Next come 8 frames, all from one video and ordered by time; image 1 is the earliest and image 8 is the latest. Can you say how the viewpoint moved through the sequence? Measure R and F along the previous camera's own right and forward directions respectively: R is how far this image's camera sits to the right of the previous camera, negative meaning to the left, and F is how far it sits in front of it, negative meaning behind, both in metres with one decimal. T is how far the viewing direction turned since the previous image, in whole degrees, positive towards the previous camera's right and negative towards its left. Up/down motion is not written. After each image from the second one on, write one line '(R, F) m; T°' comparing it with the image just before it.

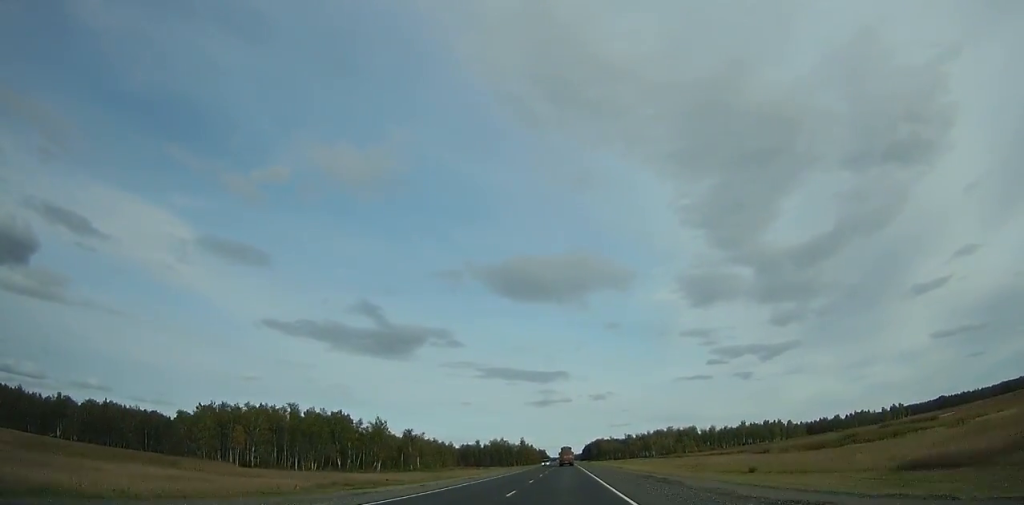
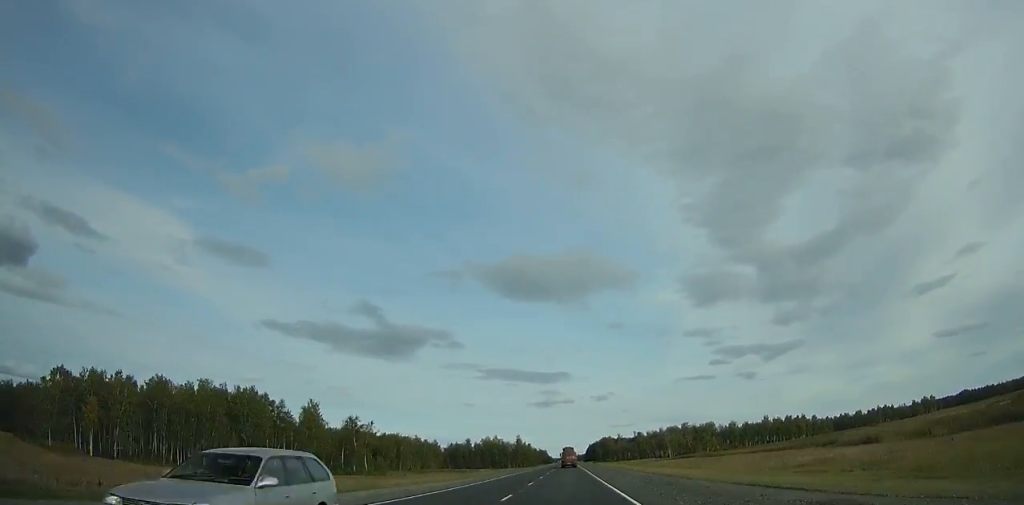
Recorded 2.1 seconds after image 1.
(-0.1, +50.7) m; 0°
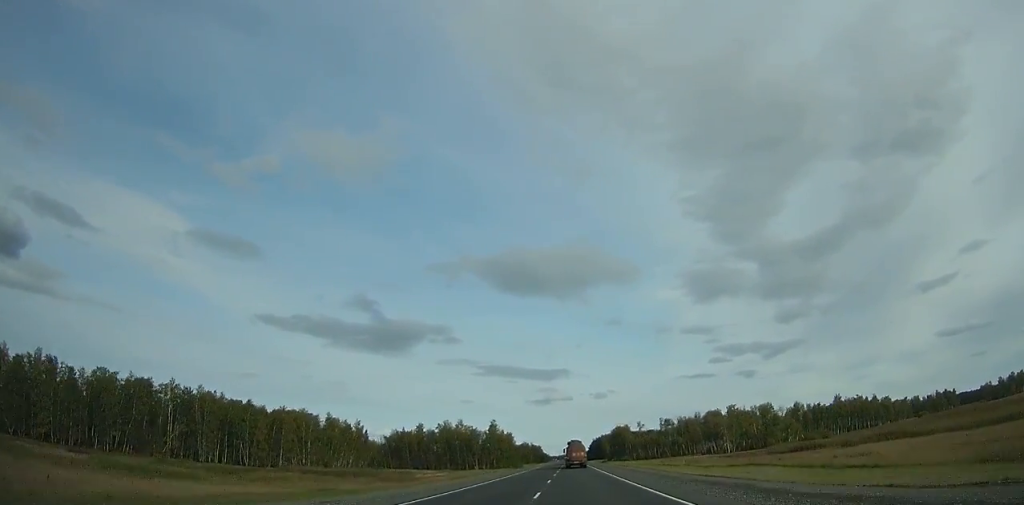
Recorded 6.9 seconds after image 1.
(-0.3, +115.4) m; 0°
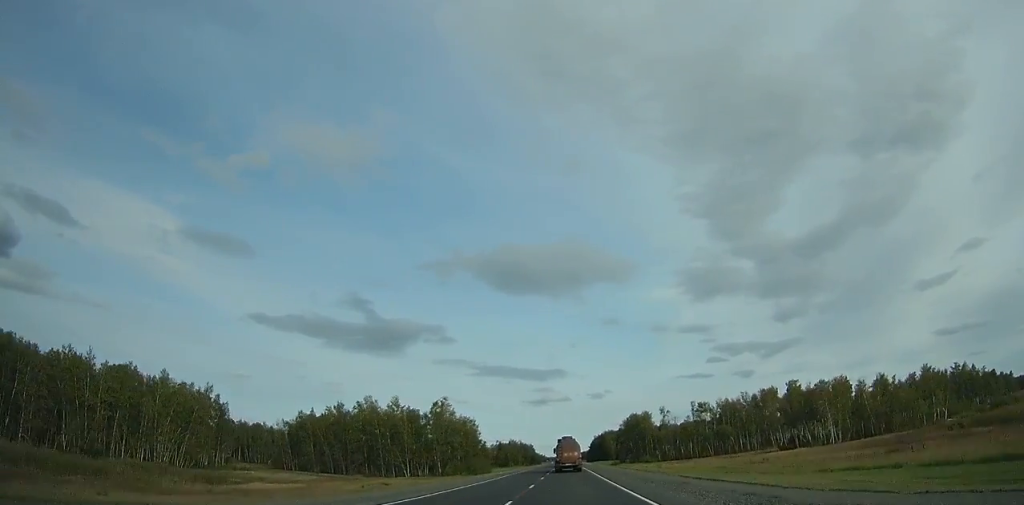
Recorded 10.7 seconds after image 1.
(+0.6, +88.4) m; 0°
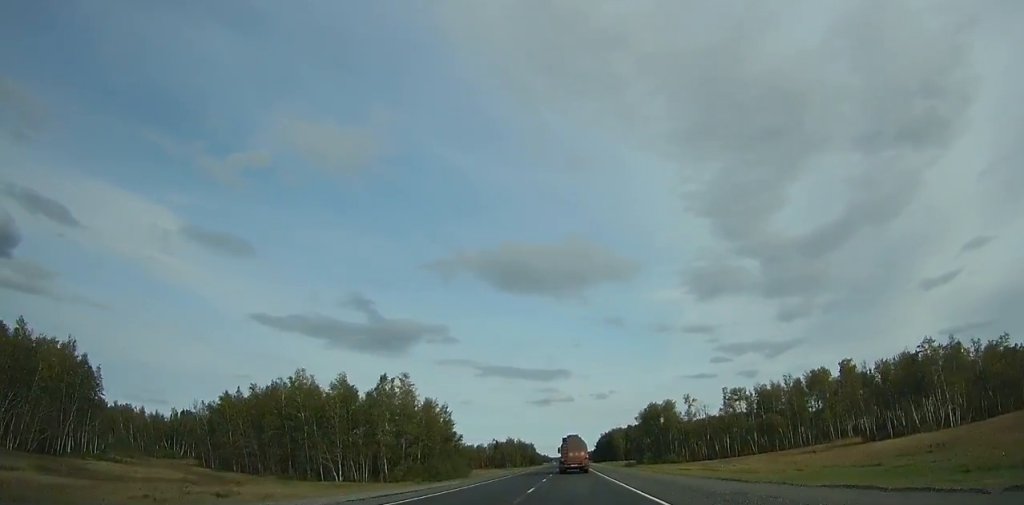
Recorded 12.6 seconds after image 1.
(-0.1, +41.8) m; 0°
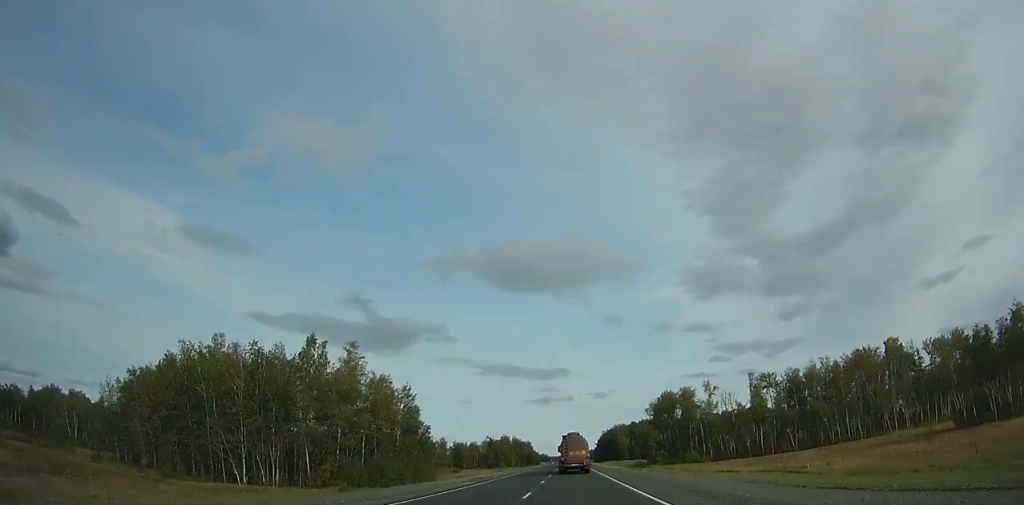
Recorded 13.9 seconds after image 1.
(0.0, +28.2) m; 0°
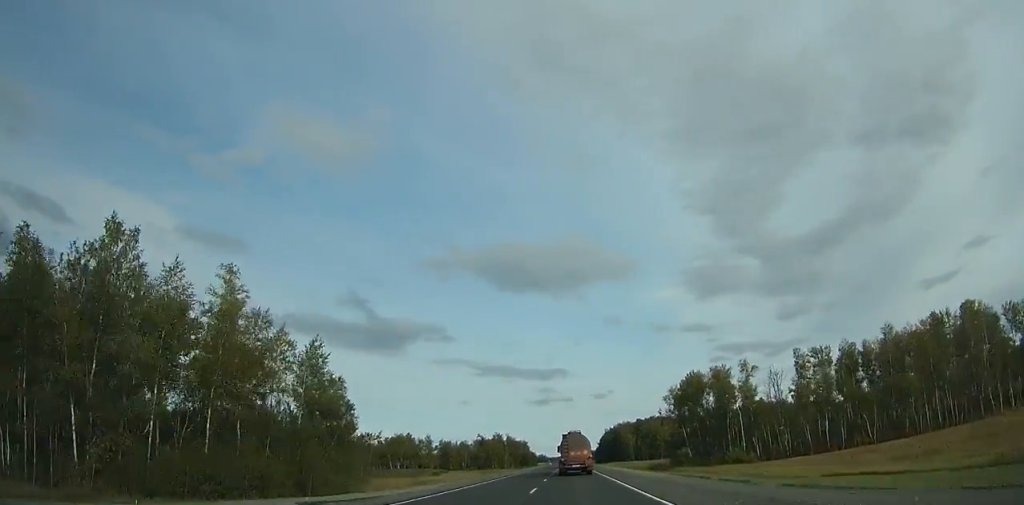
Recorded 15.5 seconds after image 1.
(-0.1, +33.5) m; 0°
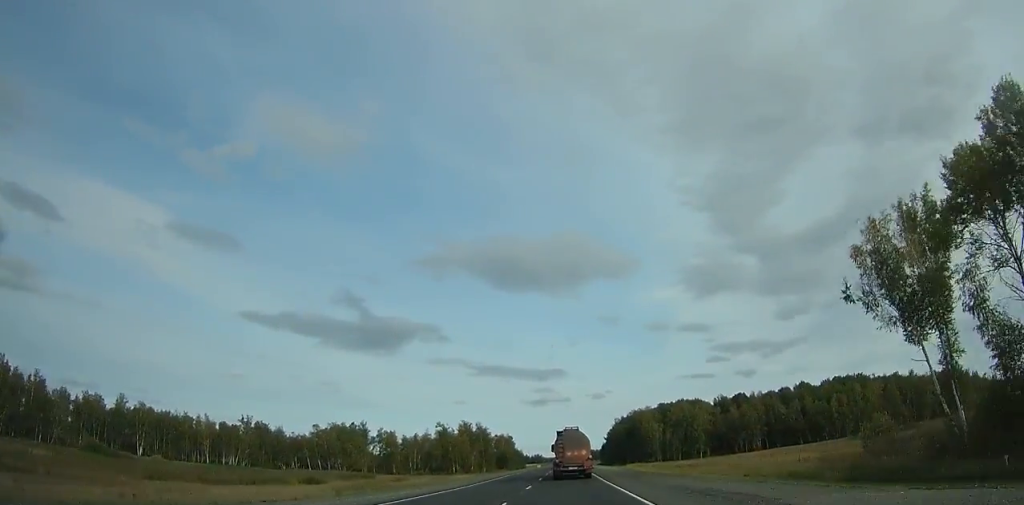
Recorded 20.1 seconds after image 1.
(+0.1, +93.3) m; 0°
